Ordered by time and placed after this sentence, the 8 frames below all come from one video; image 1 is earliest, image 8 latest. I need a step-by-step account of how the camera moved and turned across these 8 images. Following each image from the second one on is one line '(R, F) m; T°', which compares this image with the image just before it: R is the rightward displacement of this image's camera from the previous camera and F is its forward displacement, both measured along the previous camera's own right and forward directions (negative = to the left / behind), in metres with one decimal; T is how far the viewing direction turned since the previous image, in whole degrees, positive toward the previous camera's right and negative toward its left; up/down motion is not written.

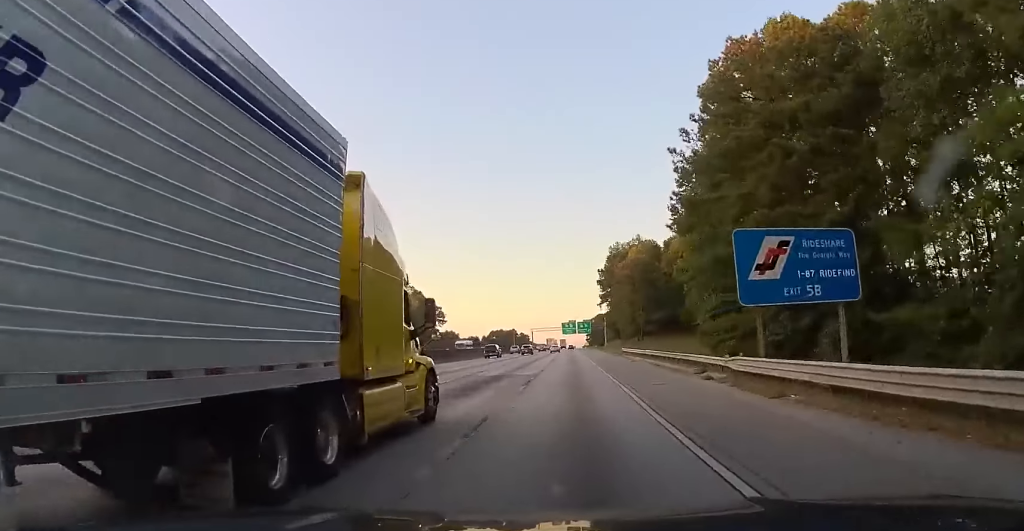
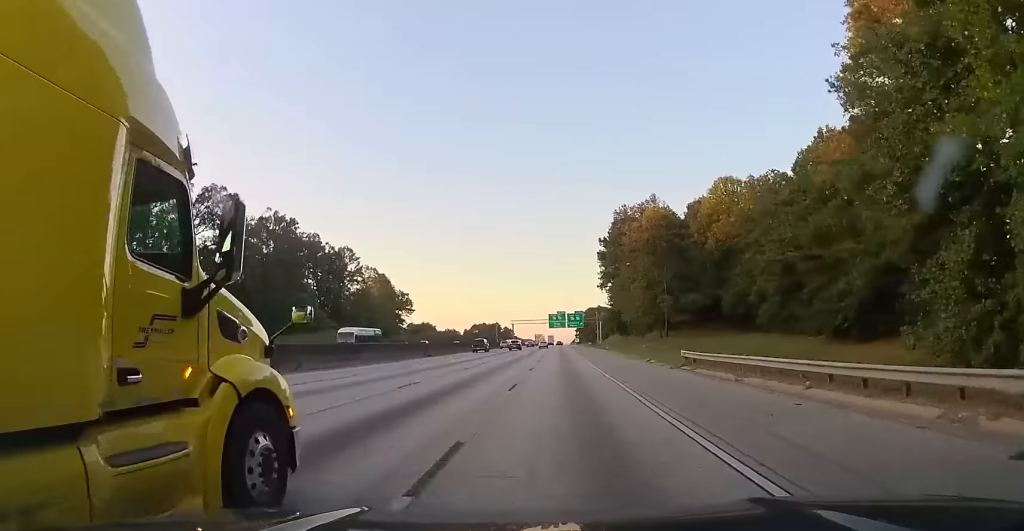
(+0.4, +40.3) m; 0°
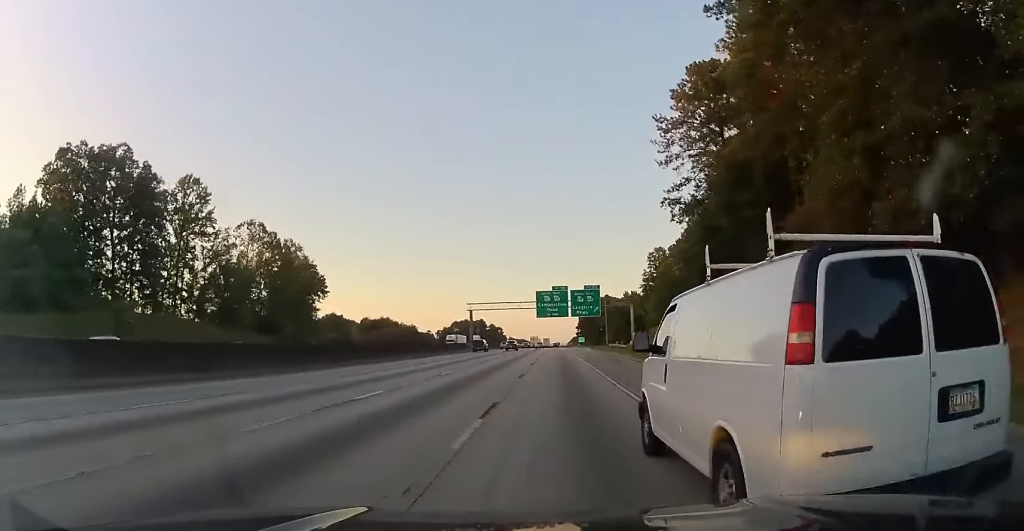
(-0.6, +92.2) m; 0°
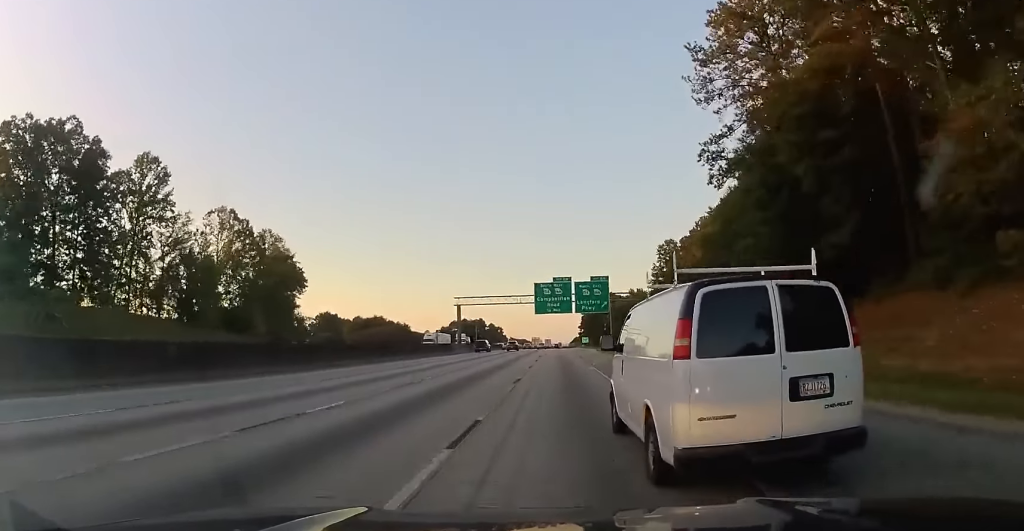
(+0.1, +15.1) m; 0°
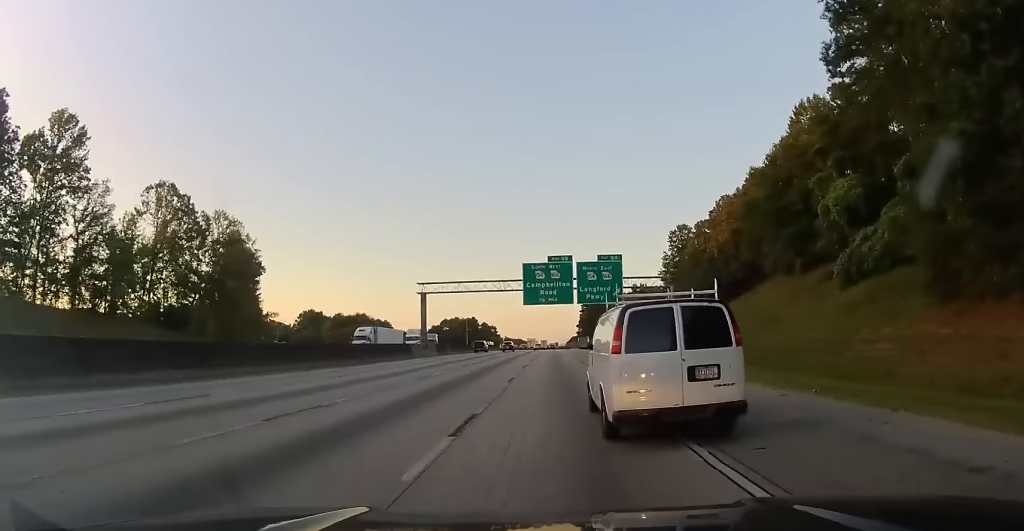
(-0.3, +22.8) m; 0°
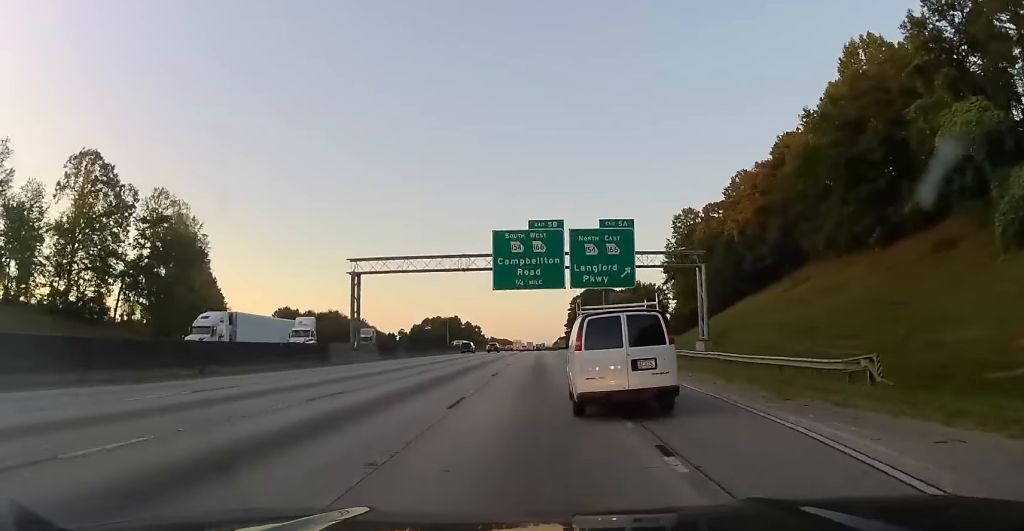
(+0.2, +20.5) m; +2°
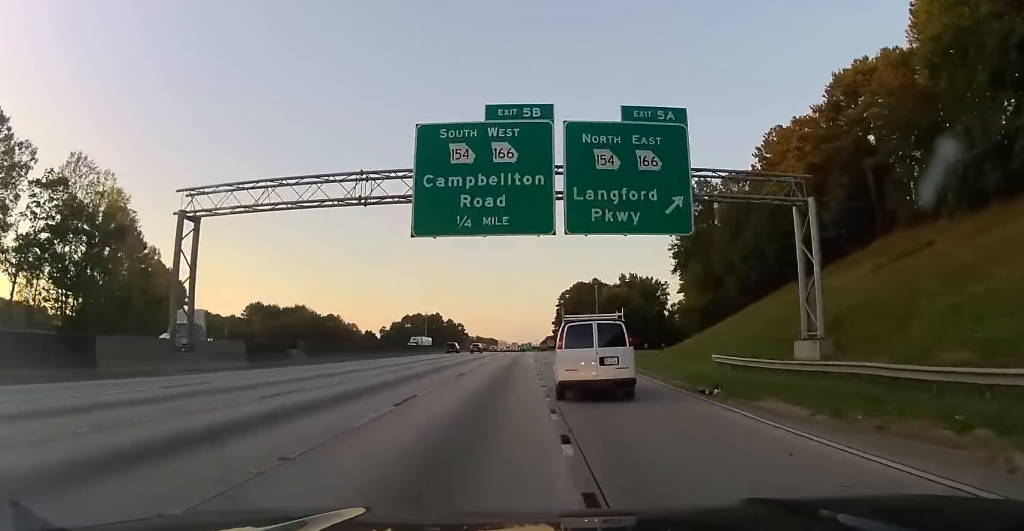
(+0.5, +23.9) m; +2°
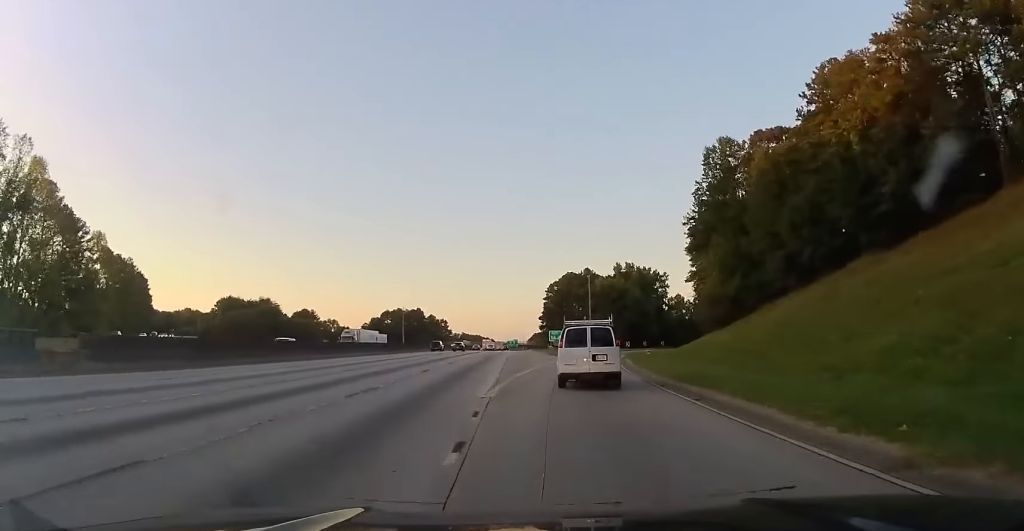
(+0.5, +22.4) m; +2°
